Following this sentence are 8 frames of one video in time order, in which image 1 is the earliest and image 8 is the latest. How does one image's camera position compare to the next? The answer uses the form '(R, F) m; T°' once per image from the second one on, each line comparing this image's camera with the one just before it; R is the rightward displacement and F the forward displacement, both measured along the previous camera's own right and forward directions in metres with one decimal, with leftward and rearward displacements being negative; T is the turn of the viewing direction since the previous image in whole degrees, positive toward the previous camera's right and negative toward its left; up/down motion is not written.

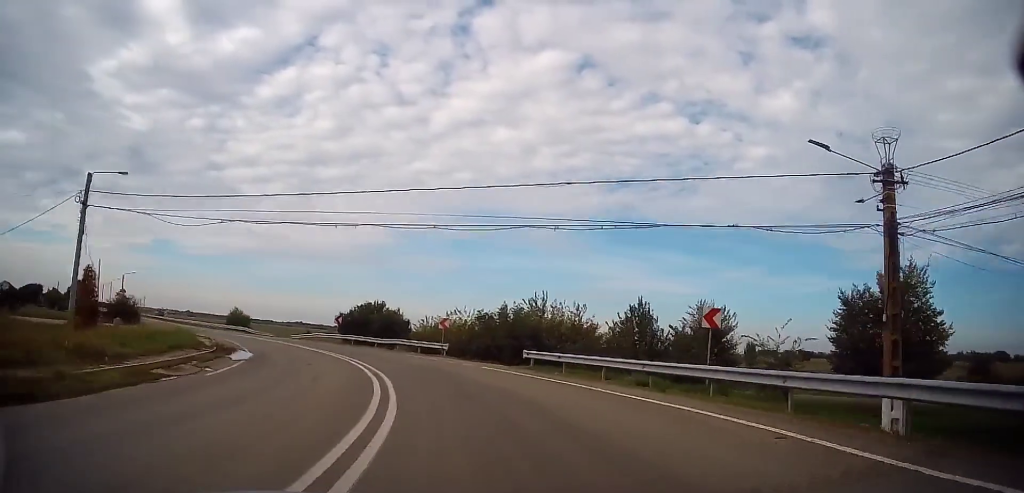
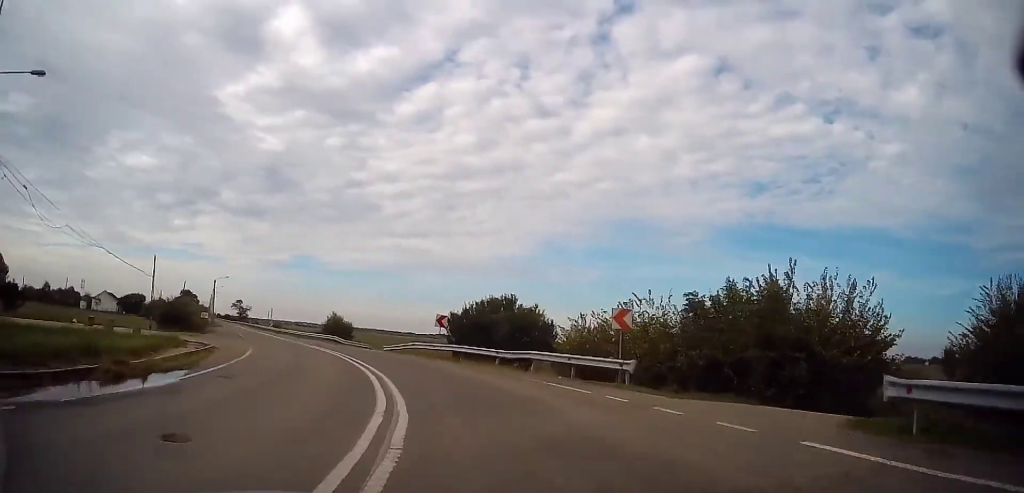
(-1.8, +16.7) m; -15°
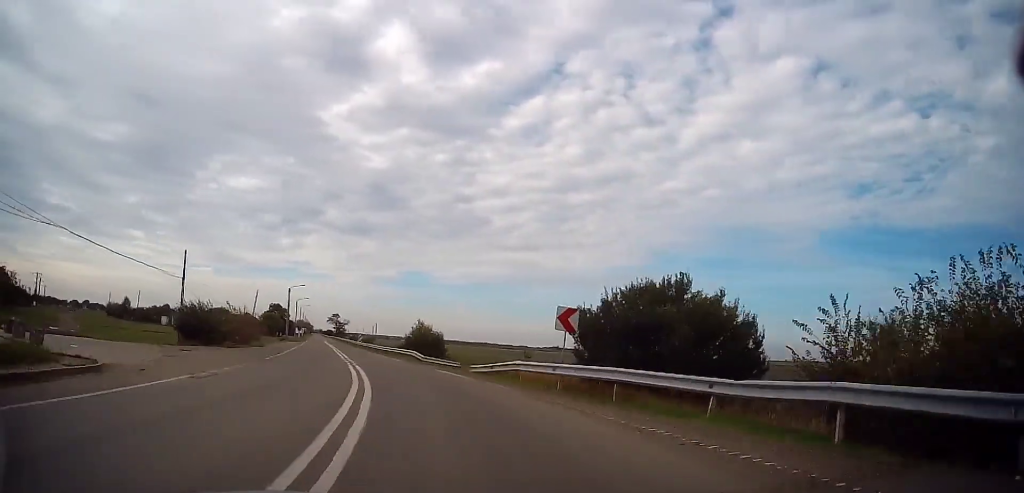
(-1.7, +14.1) m; -13°
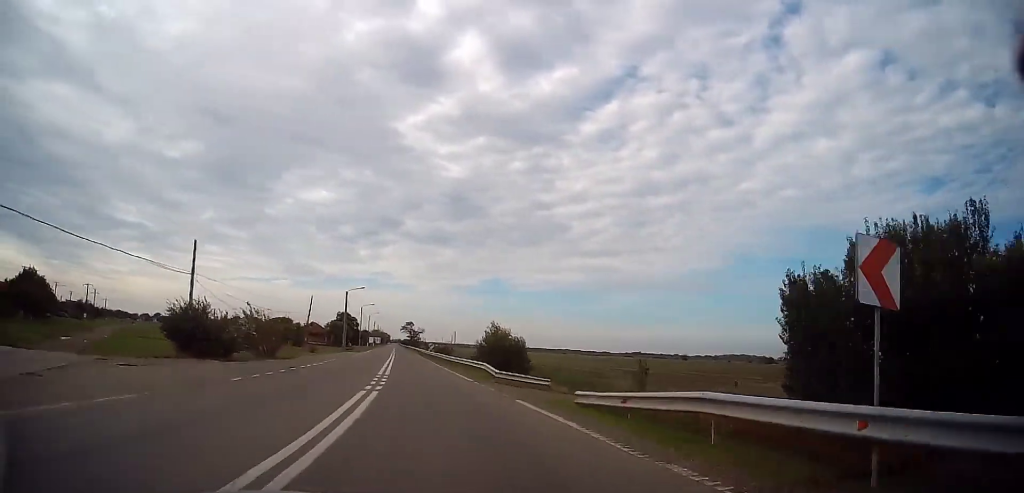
(-1.0, +10.4) m; -5°
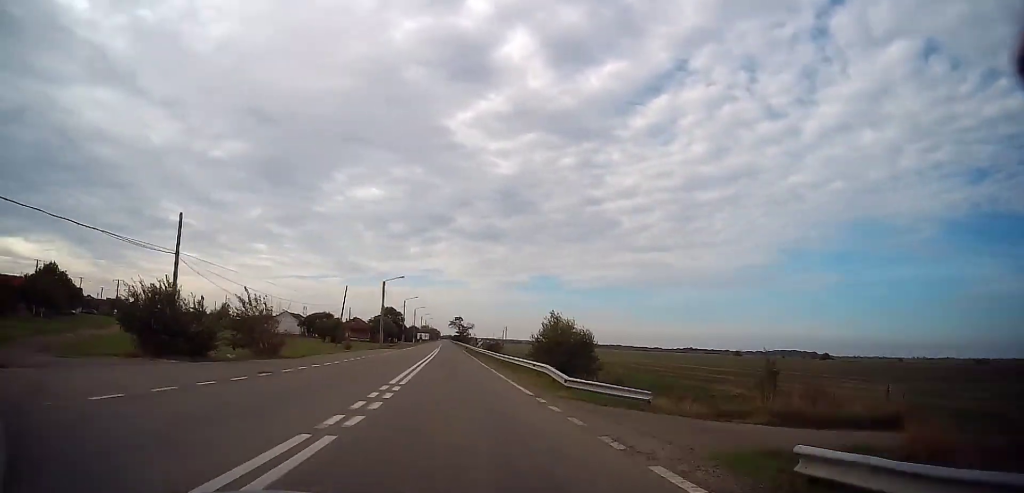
(-0.2, +7.9) m; -4°
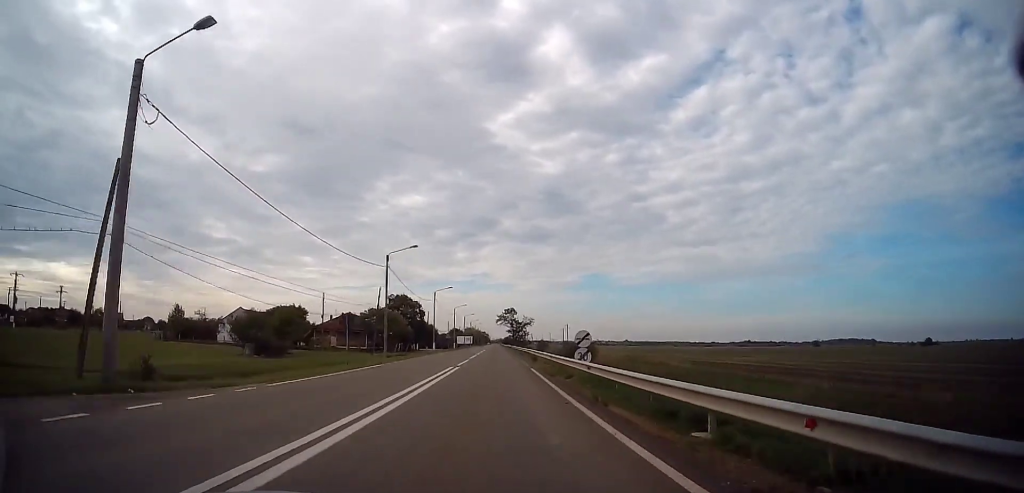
(-5.5, +52.9) m; -8°
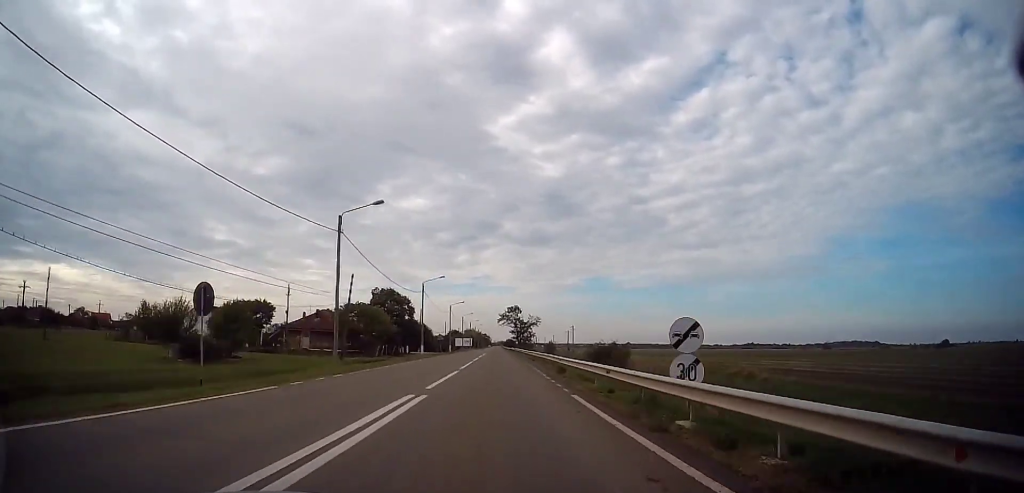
(+0.3, +13.9) m; 0°
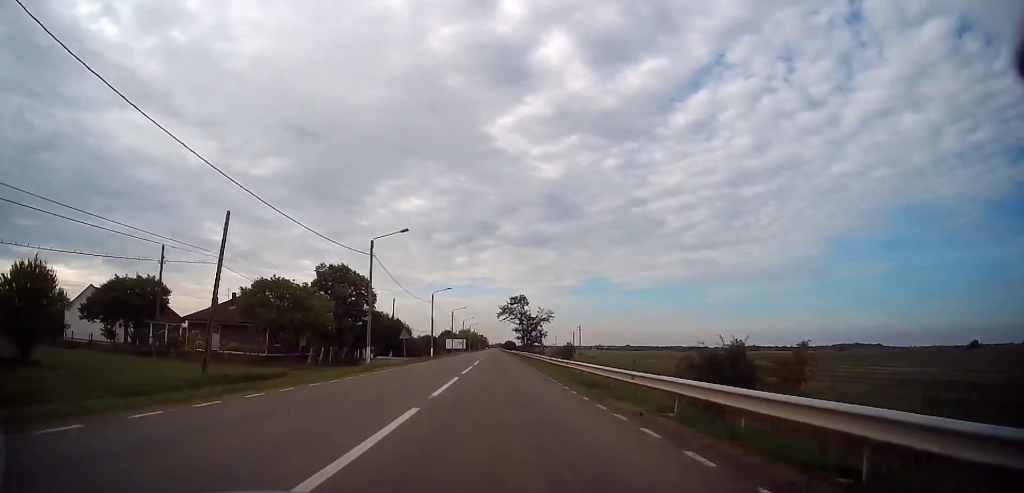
(-0.3, +25.5) m; 0°
